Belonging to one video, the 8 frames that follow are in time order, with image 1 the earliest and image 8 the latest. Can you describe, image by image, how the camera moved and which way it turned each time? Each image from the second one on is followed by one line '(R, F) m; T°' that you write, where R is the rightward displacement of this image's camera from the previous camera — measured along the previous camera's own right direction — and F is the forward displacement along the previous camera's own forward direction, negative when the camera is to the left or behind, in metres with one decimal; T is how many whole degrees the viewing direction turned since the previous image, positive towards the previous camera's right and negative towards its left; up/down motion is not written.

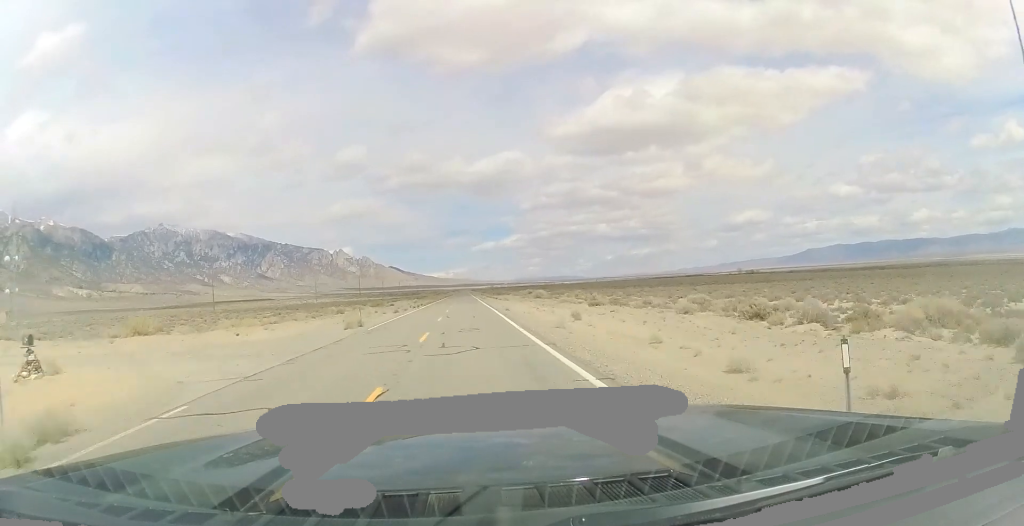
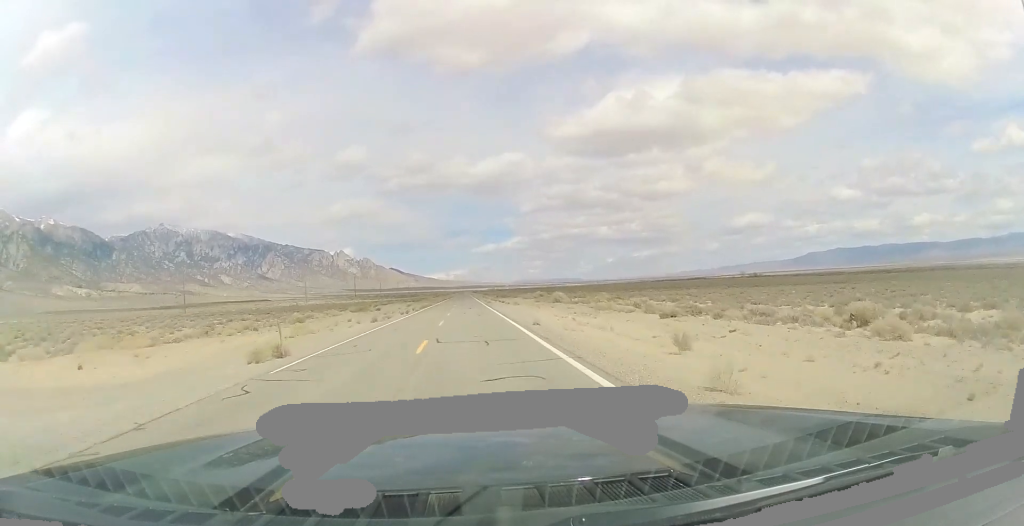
(-0.1, +15.1) m; 0°
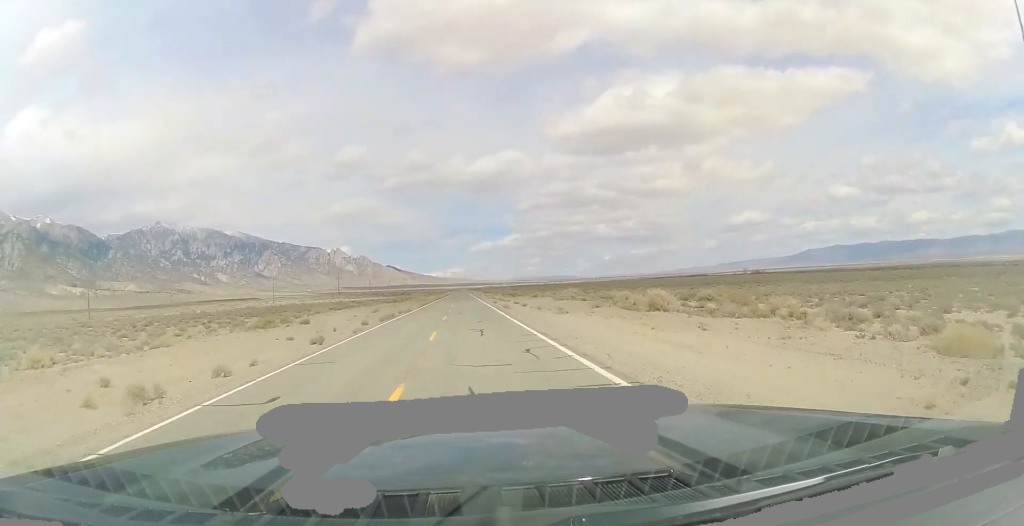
(-0.3, +33.7) m; 0°
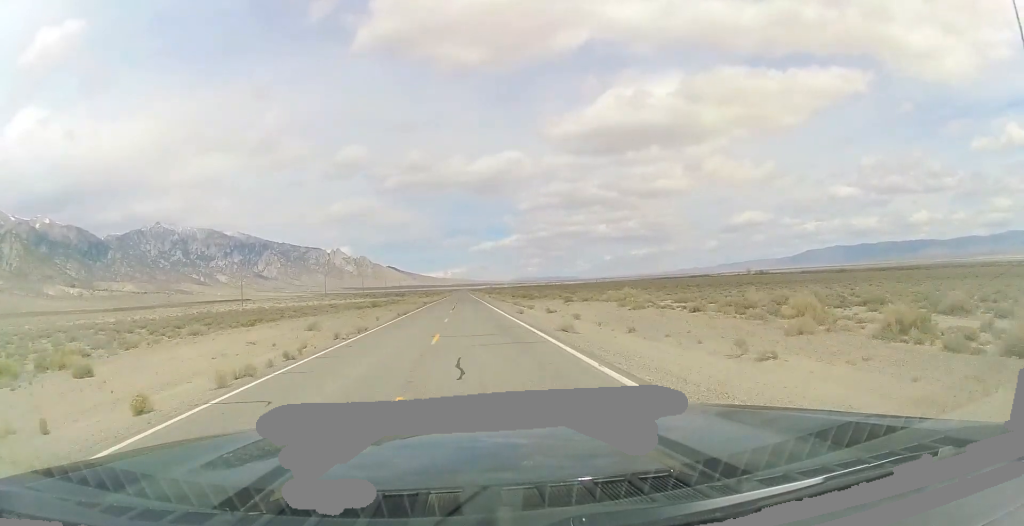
(+0.2, +25.4) m; 0°
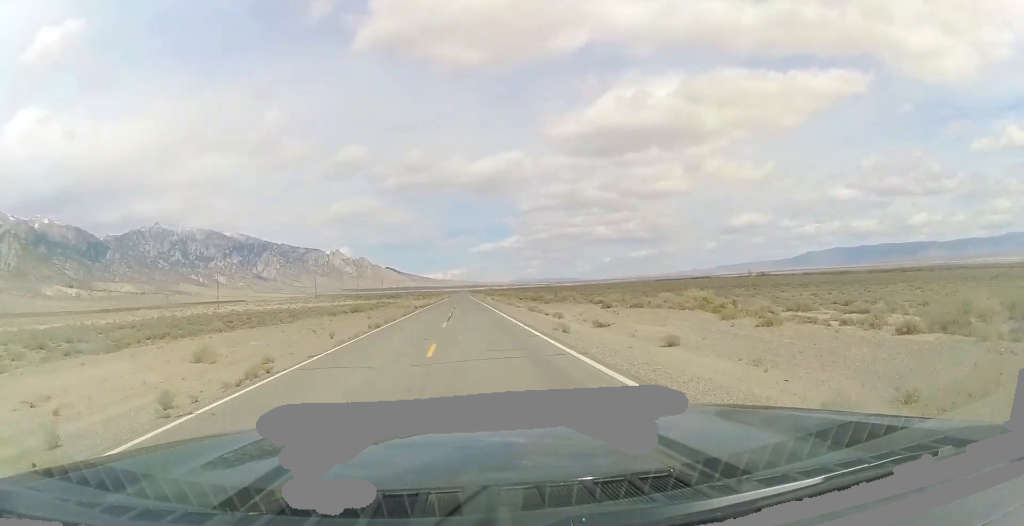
(-0.1, +15.1) m; 0°
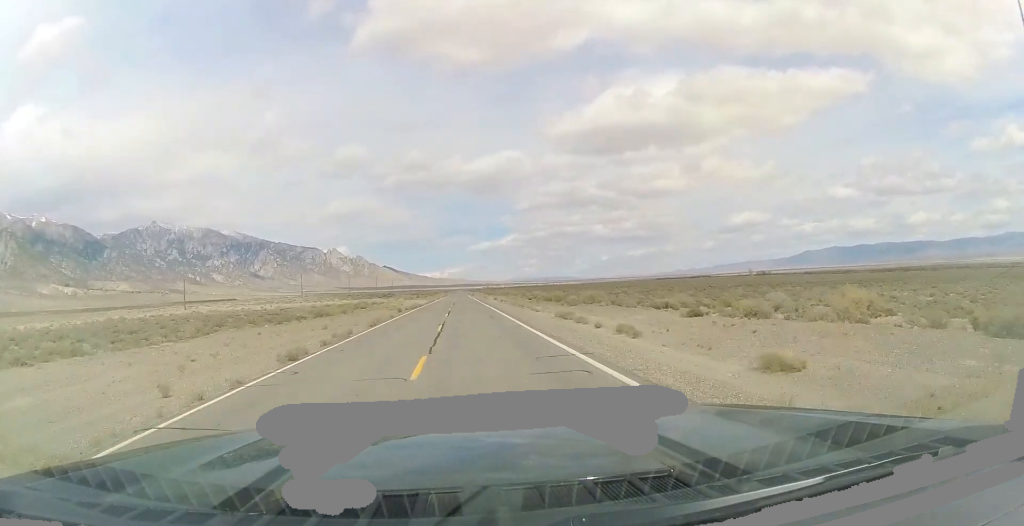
(-0.1, +16.2) m; 0°
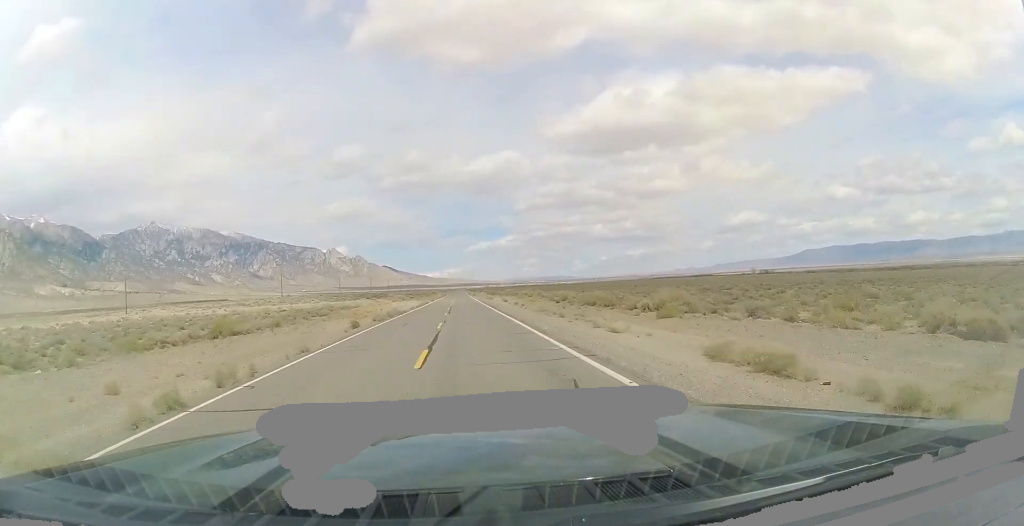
(0.0, +23.1) m; 0°
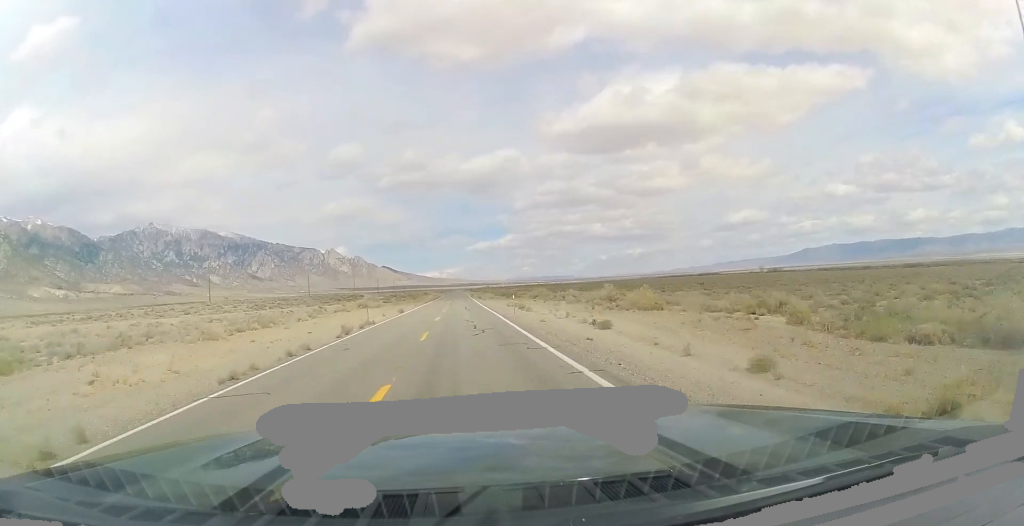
(+0.9, +54.0) m; +2°
